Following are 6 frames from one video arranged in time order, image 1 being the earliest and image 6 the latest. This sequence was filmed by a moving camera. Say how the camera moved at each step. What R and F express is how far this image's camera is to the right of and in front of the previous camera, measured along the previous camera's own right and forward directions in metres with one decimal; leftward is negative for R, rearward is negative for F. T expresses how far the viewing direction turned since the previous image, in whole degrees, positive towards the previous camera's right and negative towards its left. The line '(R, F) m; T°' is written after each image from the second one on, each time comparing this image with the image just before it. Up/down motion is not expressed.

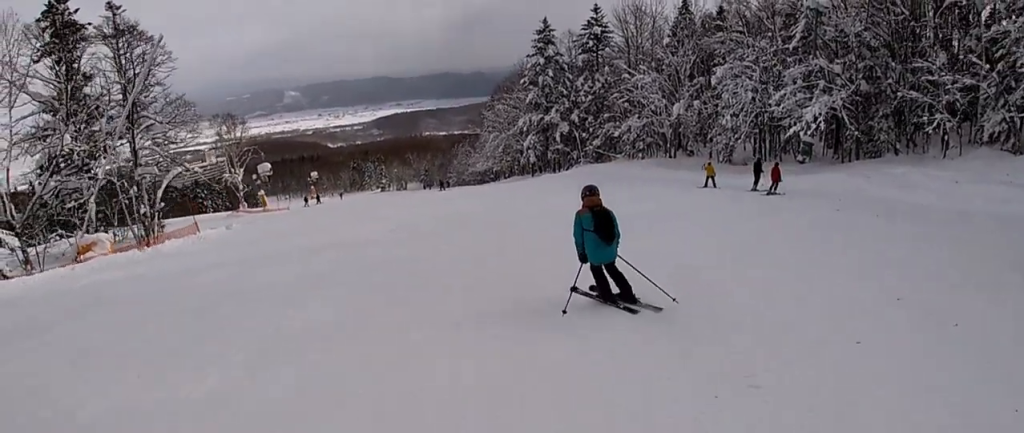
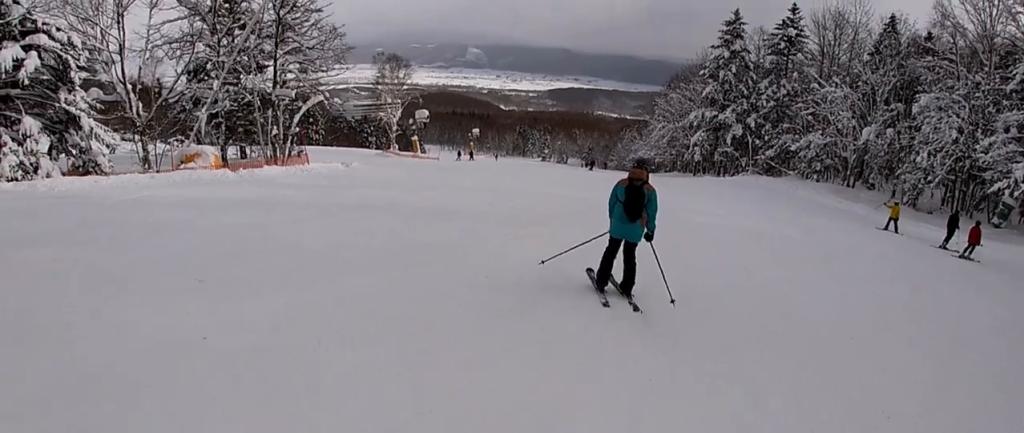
(0.0, +3.3) m; -9°
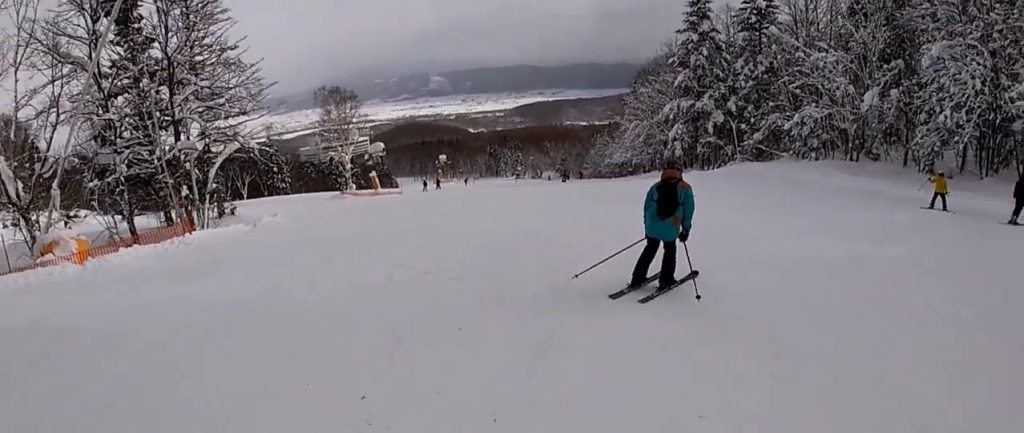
(-0.9, +5.3) m; -6°
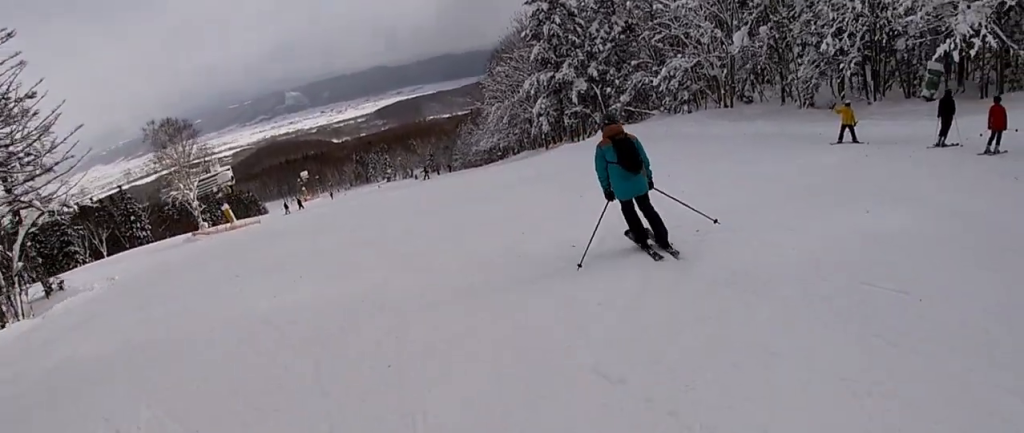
(0.0, +3.6) m; +3°
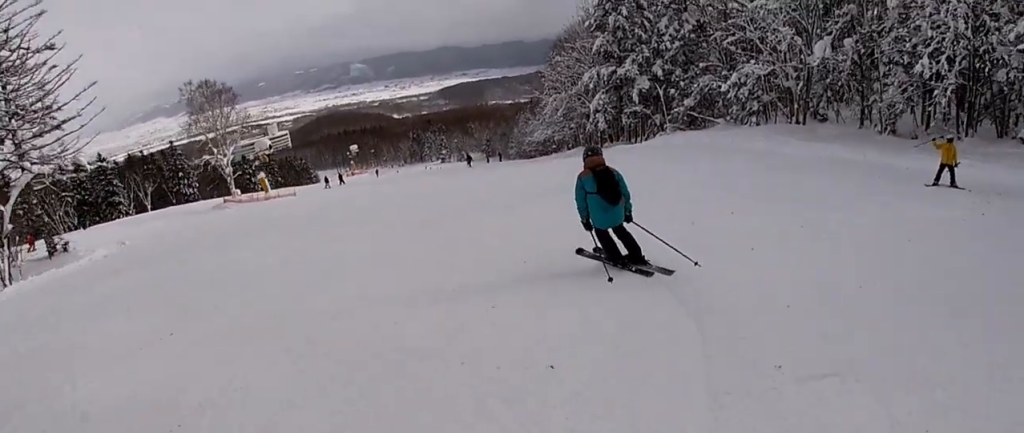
(+0.6, +3.1) m; +5°
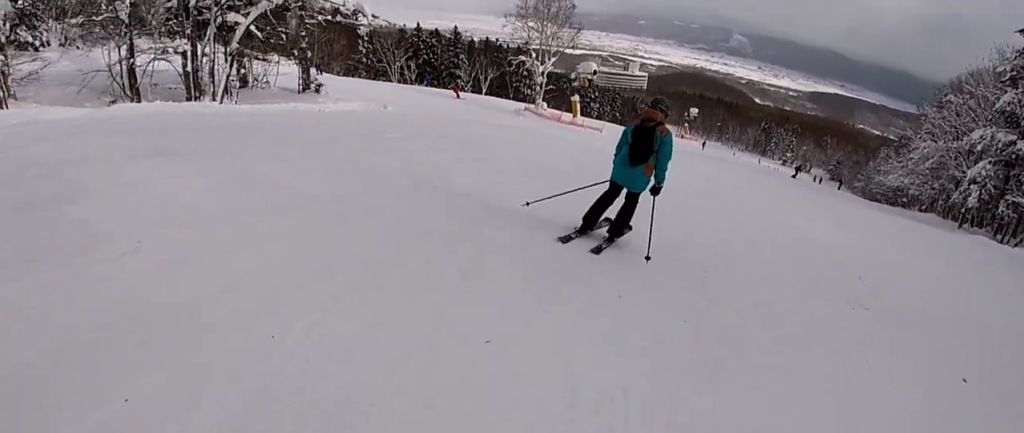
(-1.2, +6.8) m; -28°
